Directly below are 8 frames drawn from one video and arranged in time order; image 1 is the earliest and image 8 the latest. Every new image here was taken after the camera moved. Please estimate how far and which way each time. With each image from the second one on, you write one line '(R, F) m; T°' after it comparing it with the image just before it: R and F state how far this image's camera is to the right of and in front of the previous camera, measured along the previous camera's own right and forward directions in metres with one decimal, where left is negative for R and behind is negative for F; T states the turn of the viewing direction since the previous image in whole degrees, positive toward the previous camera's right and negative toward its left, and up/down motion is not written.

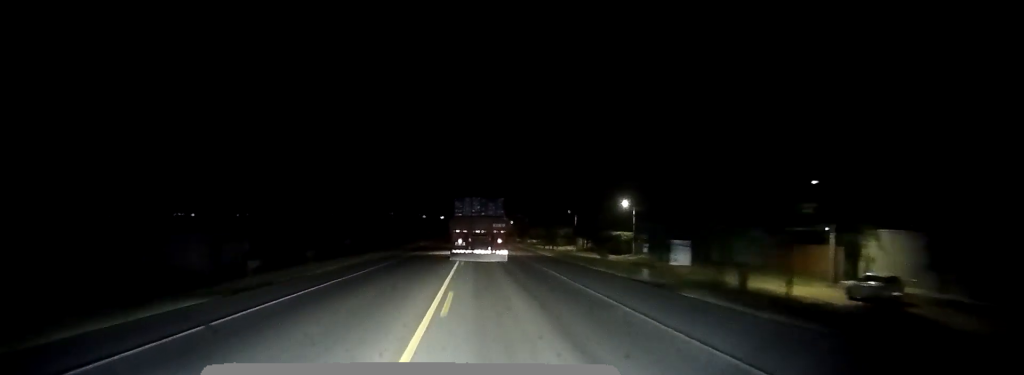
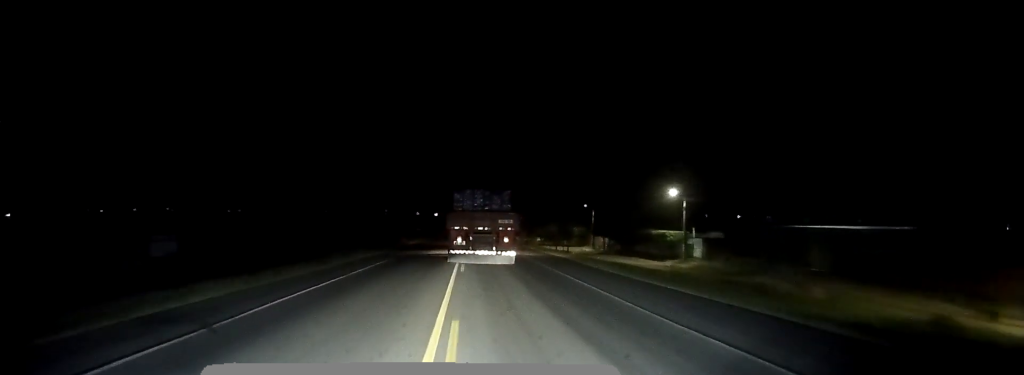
(-0.1, +22.8) m; 0°
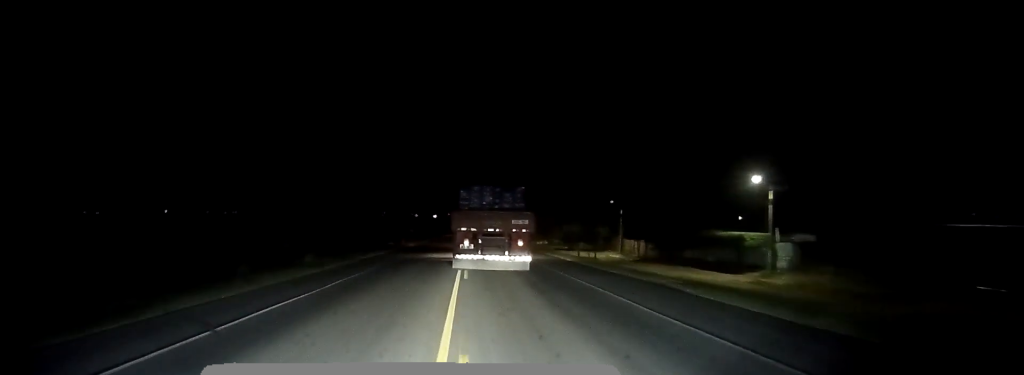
(0.0, +20.3) m; 0°
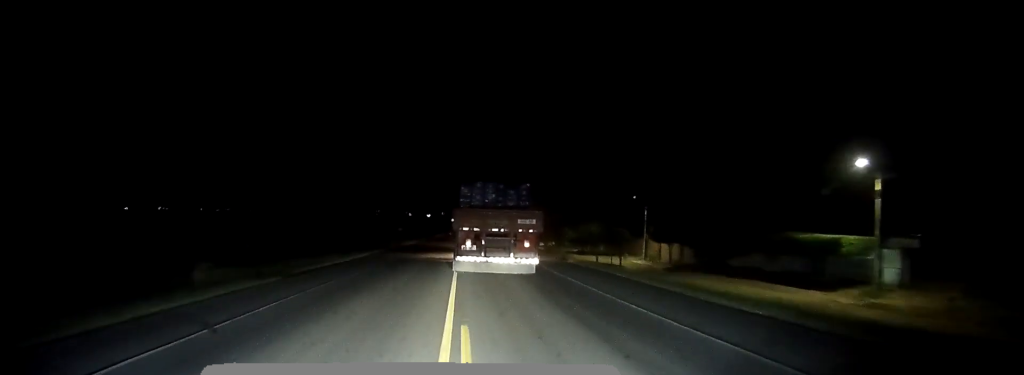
(0.0, +14.7) m; 0°
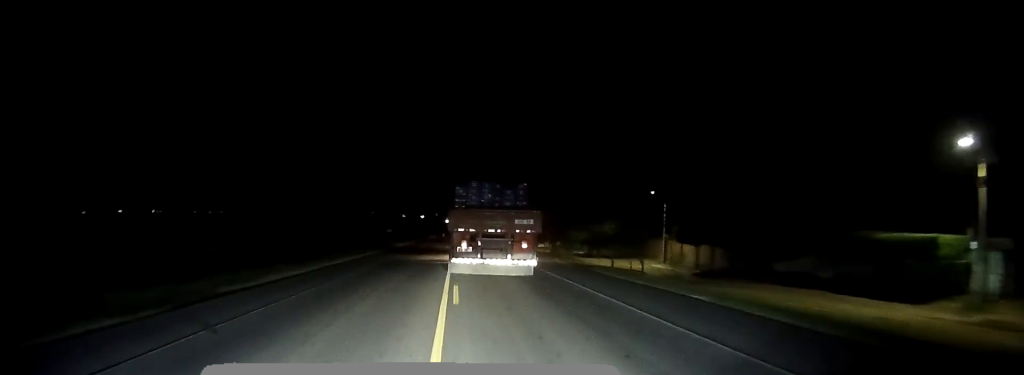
(0.0, +9.3) m; 0°
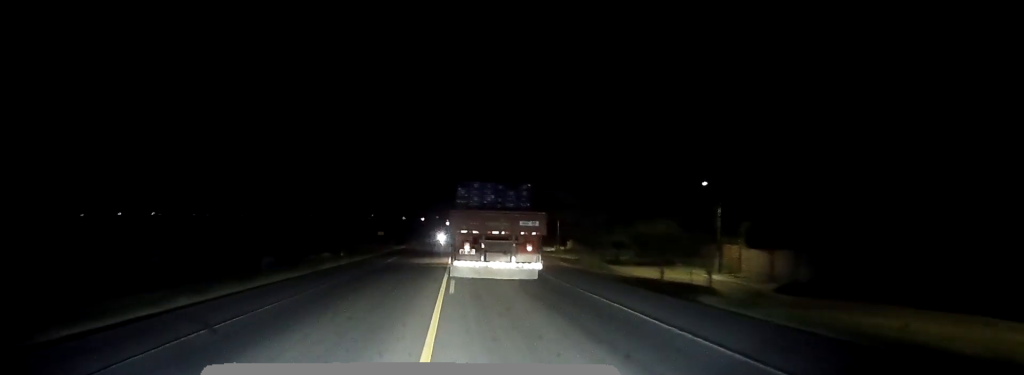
(-0.1, +14.5) m; 0°
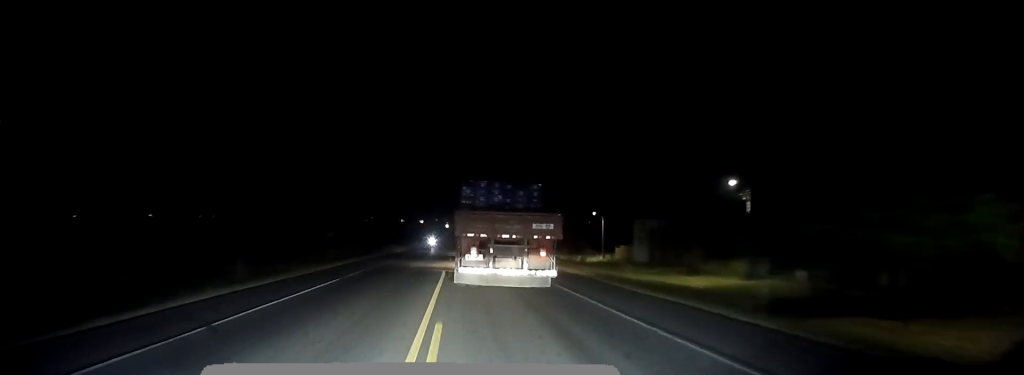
(+0.3, +43.2) m; 0°
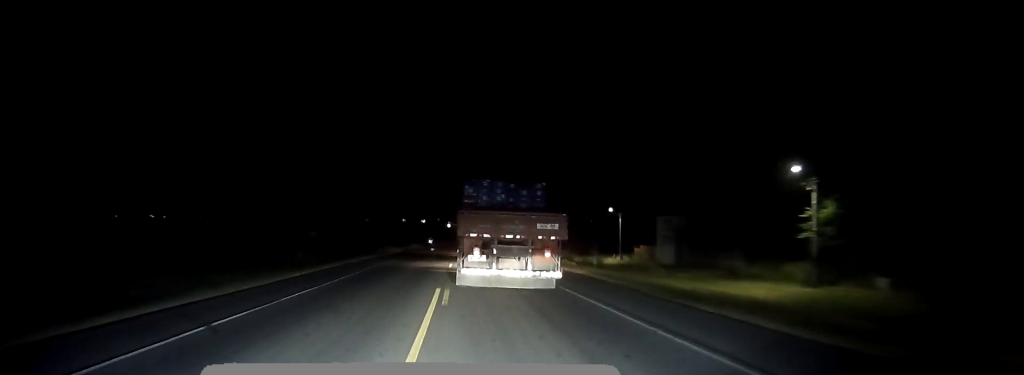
(+0.1, +10.0) m; 0°
